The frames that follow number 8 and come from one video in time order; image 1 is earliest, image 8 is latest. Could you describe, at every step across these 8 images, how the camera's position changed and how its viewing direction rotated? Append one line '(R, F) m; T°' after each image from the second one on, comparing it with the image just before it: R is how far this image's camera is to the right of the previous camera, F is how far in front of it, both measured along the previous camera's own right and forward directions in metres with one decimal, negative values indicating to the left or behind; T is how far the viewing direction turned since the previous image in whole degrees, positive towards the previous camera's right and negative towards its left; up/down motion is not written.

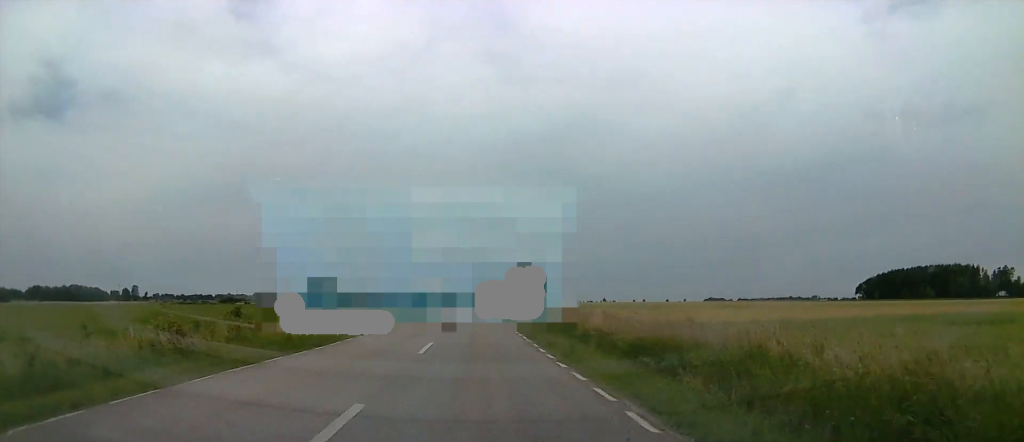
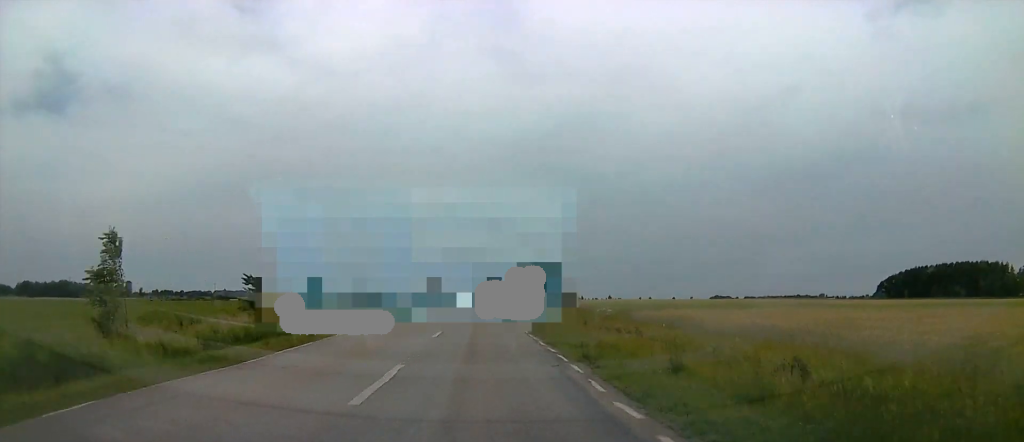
(+0.6, +30.5) m; +2°
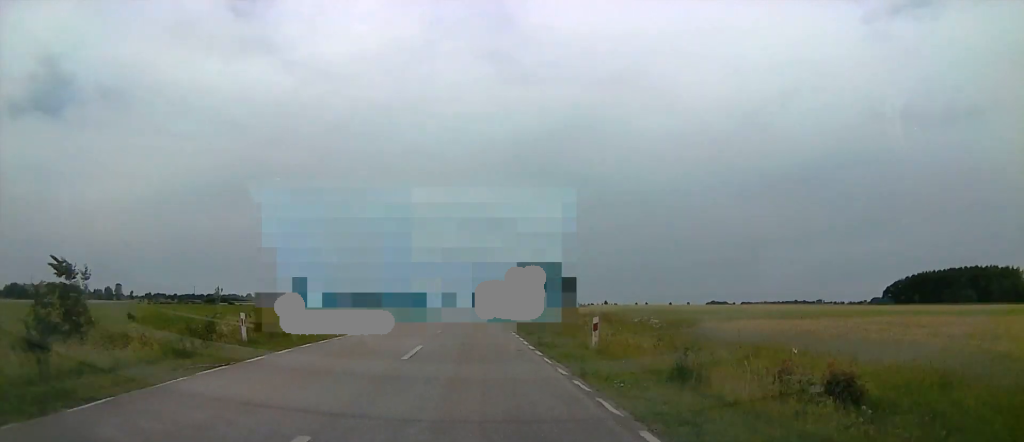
(+0.1, +17.4) m; 0°
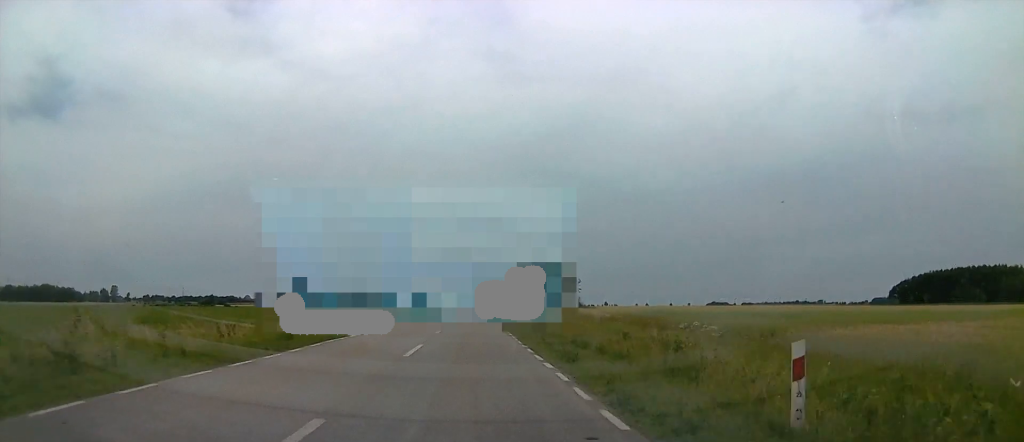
(0.0, +10.8) m; 0°
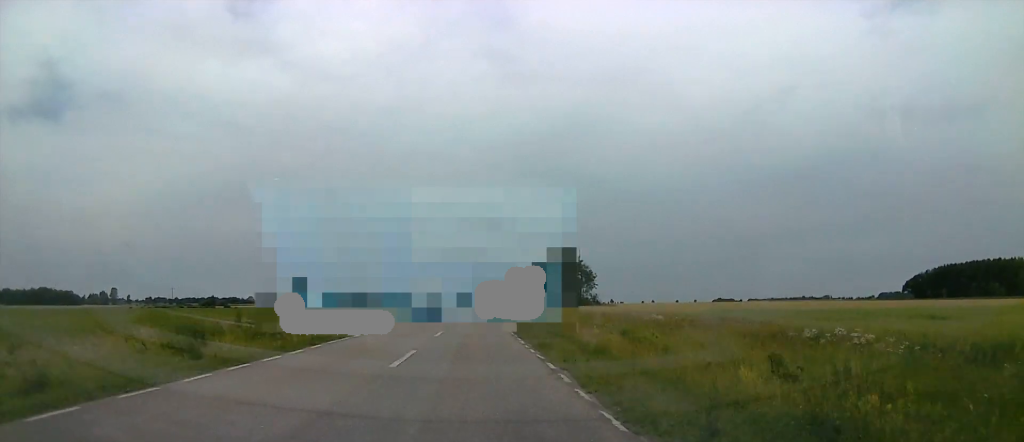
(0.0, +14.1) m; 0°
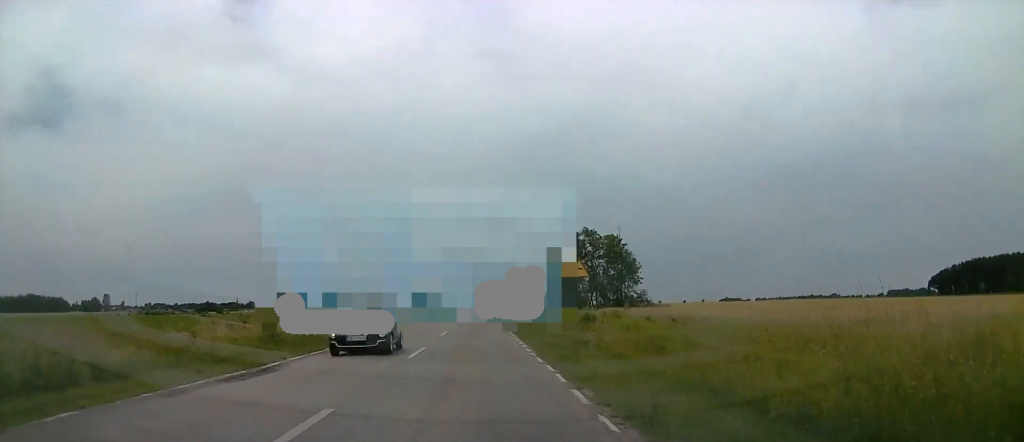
(0.0, +32.3) m; 0°
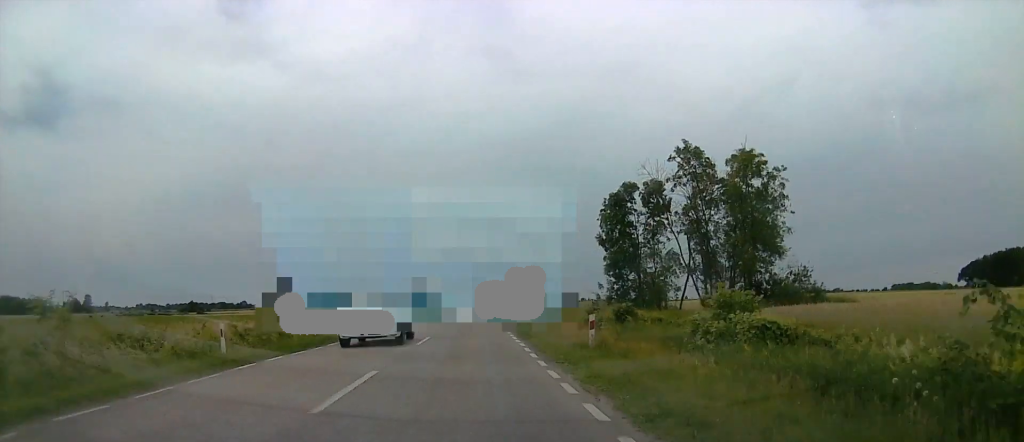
(0.0, +44.0) m; 0°
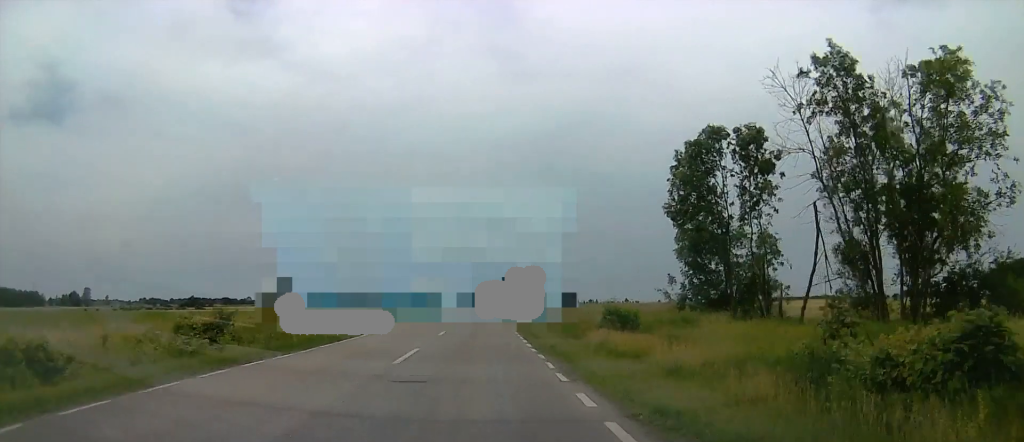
(0.0, +18.4) m; 0°
